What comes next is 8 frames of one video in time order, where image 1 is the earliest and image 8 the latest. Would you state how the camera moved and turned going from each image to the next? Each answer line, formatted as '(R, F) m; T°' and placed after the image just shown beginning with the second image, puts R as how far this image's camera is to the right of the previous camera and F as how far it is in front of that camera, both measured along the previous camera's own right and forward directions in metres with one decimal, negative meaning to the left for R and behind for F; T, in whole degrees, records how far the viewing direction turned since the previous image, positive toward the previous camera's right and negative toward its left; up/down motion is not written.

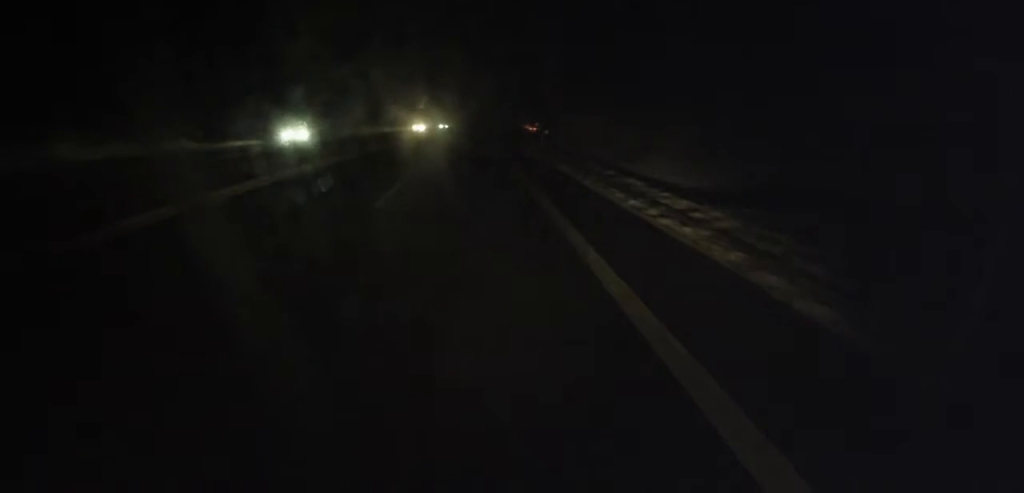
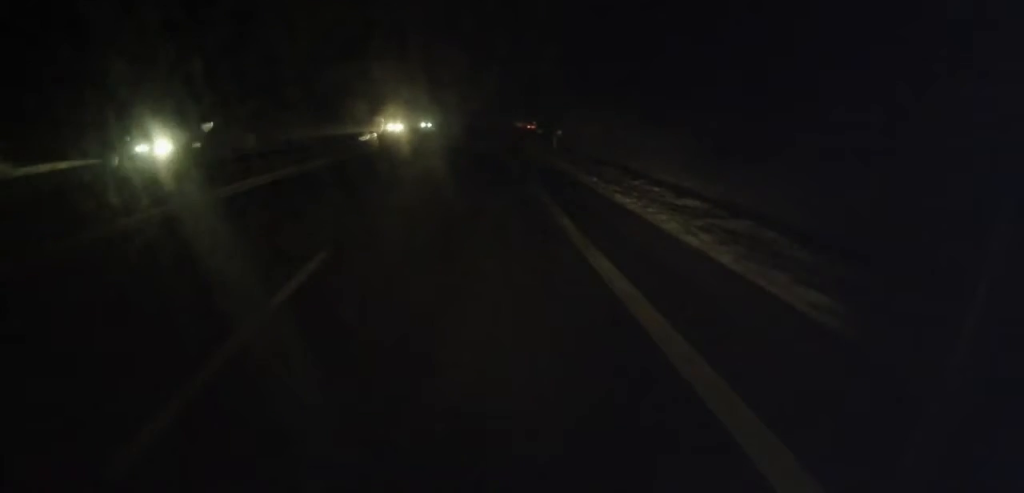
(-0.2, +10.6) m; +1°
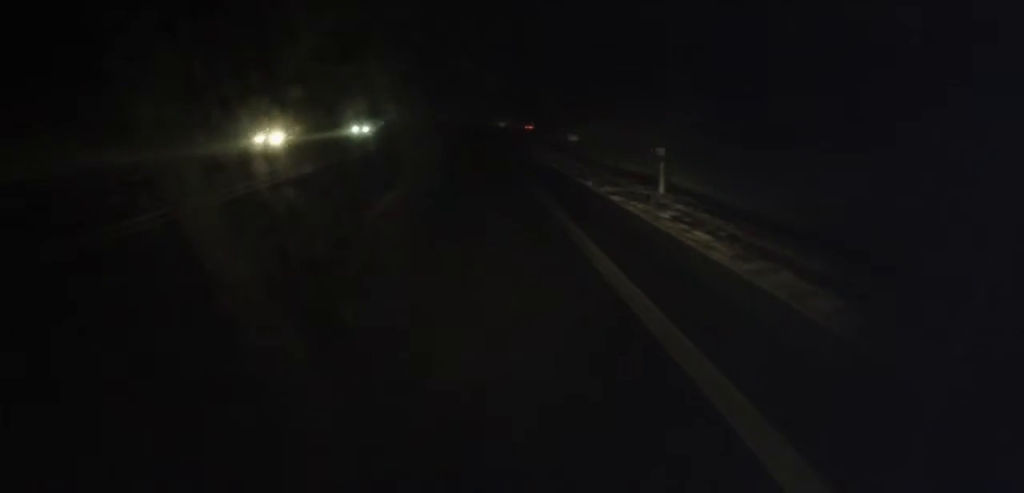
(+0.4, +26.4) m; +2°
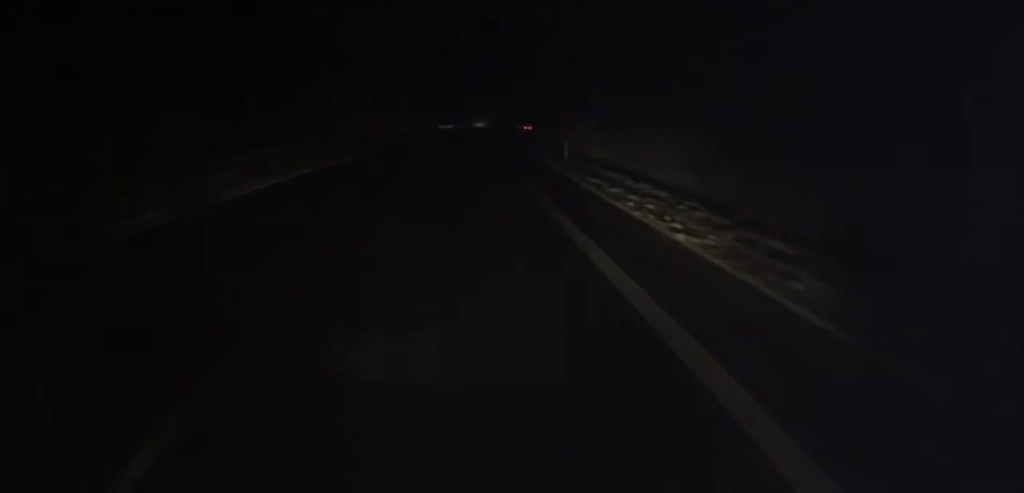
(+0.6, +31.8) m; 0°
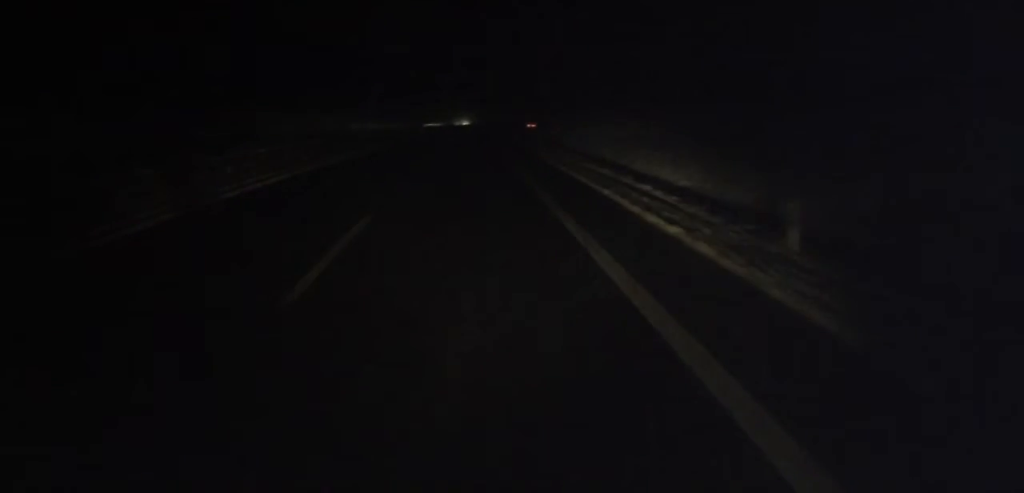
(-0.4, +26.8) m; +2°
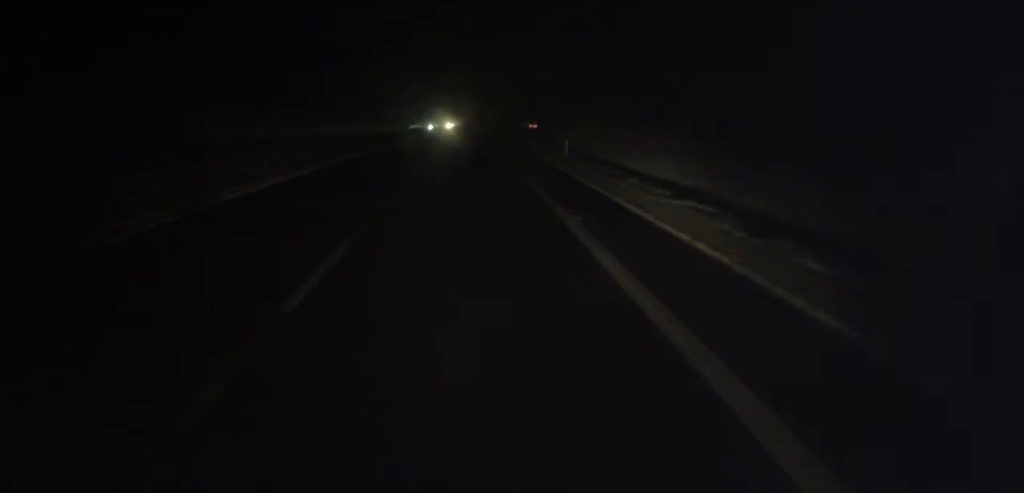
(+0.9, +20.1) m; +2°
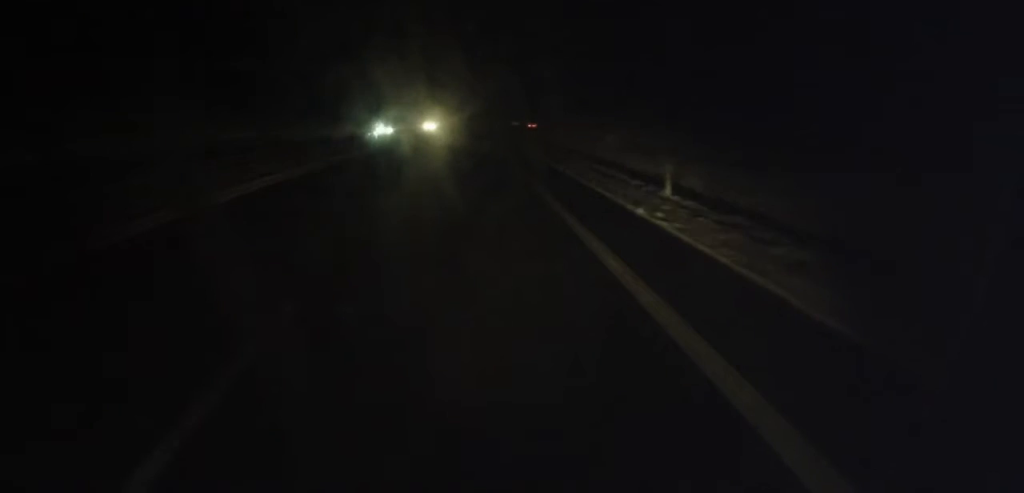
(-0.1, +21.3) m; -1°
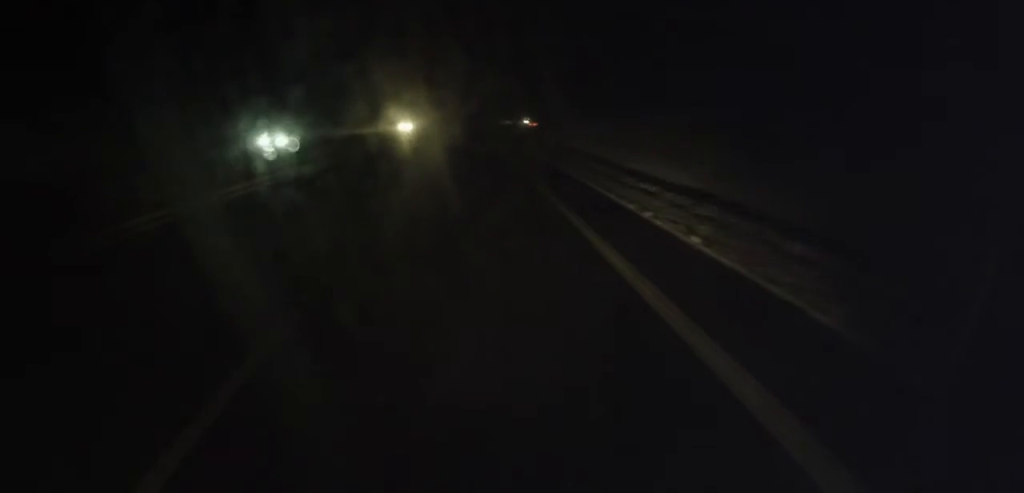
(-0.4, +19.0) m; 0°
